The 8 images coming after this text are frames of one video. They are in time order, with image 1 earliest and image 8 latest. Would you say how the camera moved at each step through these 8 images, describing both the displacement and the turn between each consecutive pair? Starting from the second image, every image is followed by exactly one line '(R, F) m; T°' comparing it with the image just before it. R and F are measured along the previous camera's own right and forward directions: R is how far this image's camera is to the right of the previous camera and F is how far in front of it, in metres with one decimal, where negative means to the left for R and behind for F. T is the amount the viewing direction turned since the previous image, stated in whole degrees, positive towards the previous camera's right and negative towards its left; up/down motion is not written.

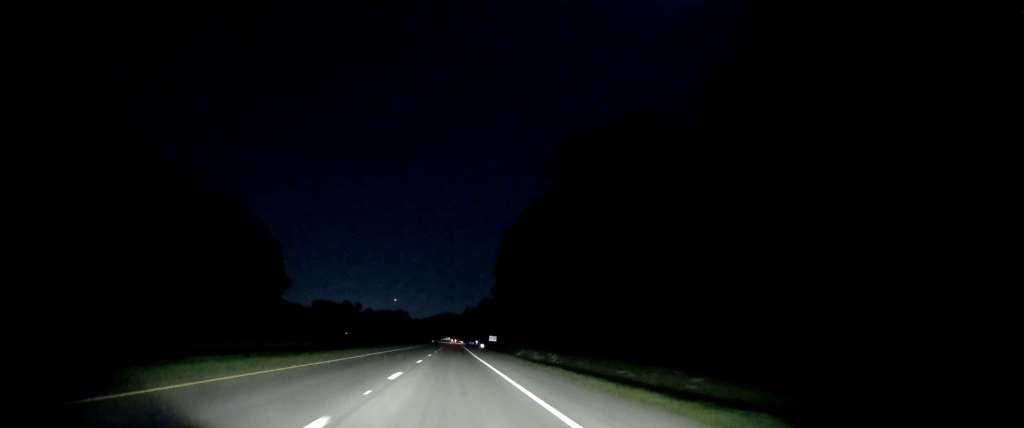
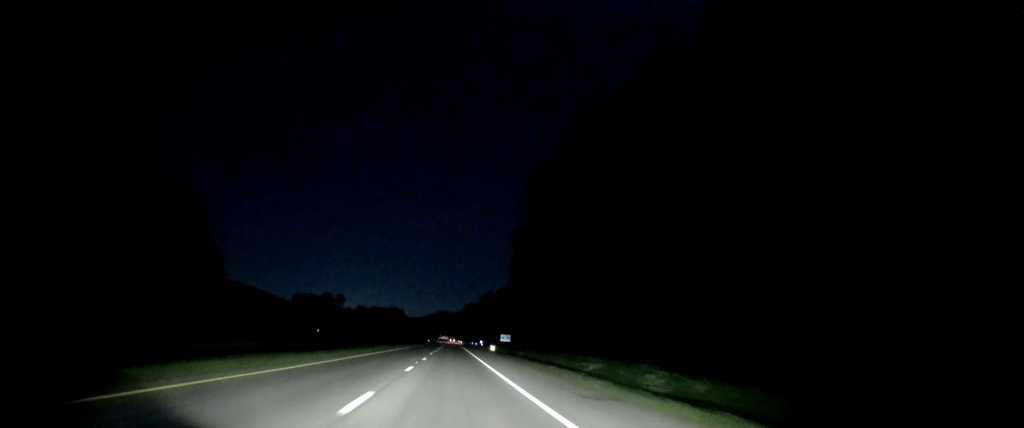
(0.0, +32.4) m; 0°
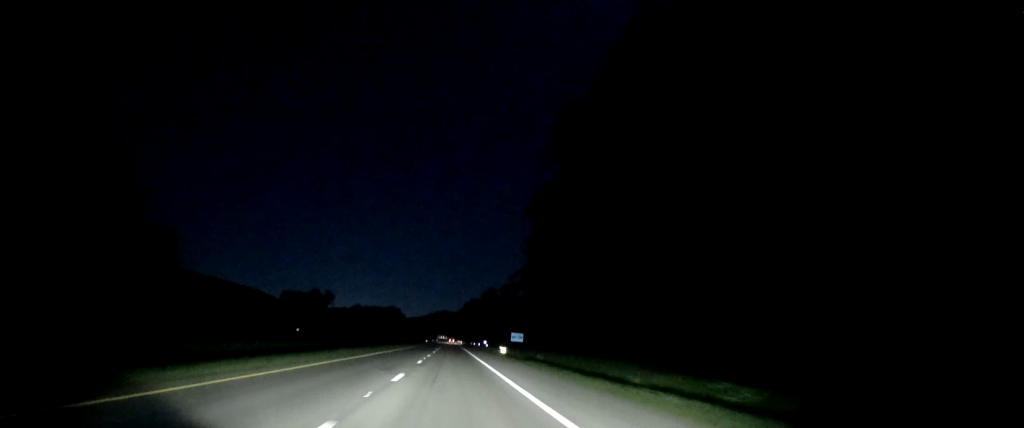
(0.0, +16.7) m; 0°
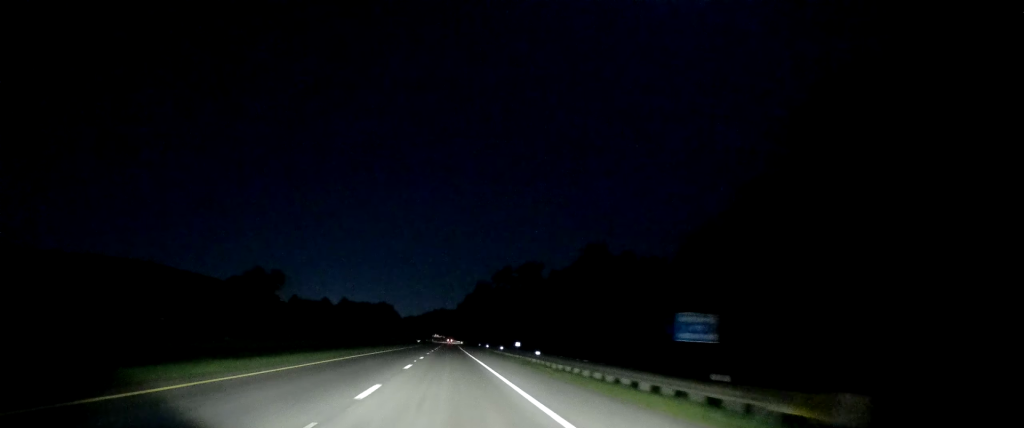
(+1.5, +55.3) m; +3°
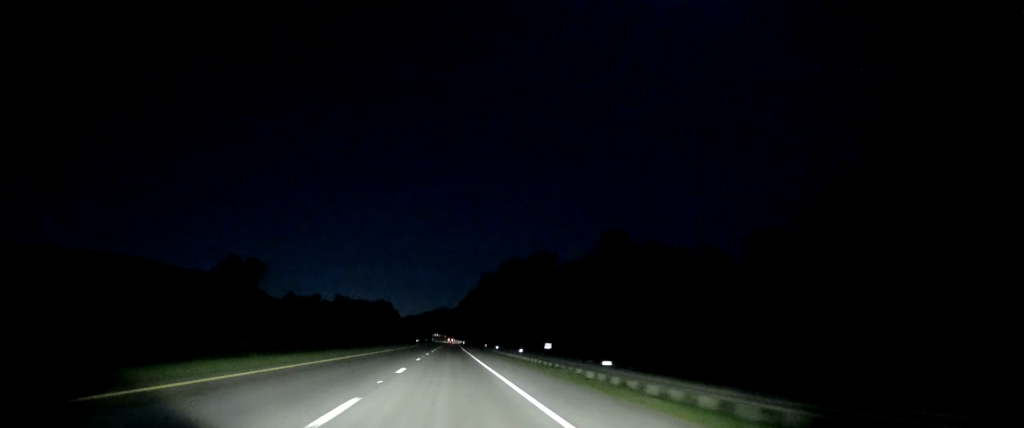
(0.0, +15.9) m; -1°
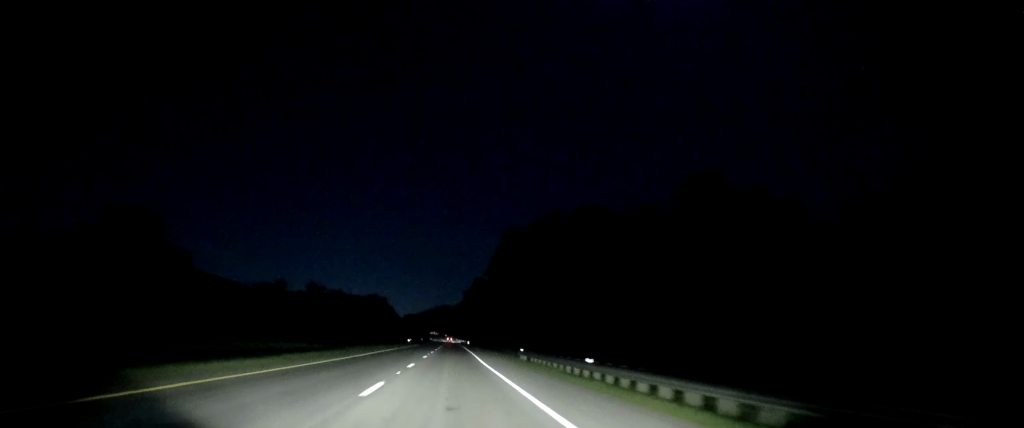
(-1.0, +44.7) m; -2°
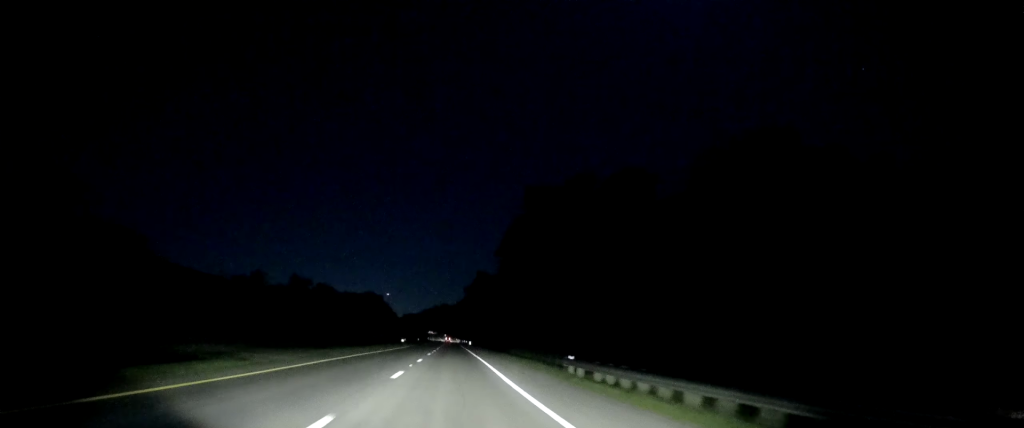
(+0.2, +18.9) m; 0°
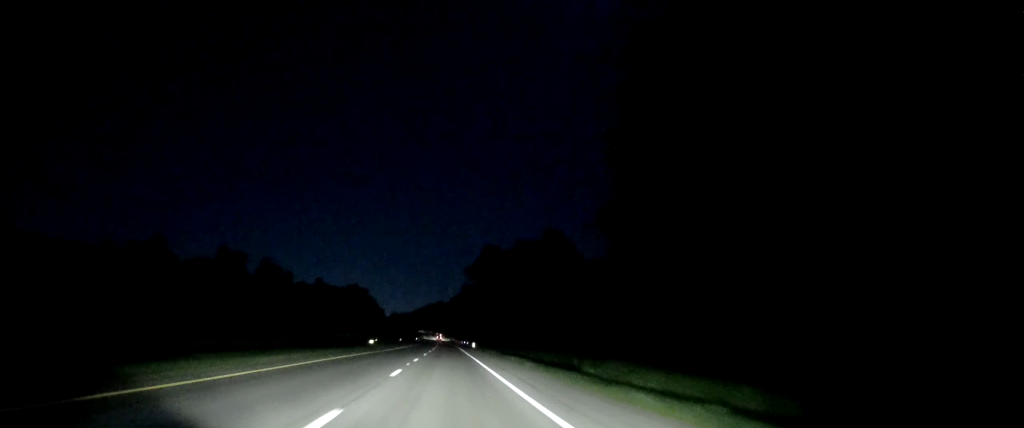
(-0.4, +47.8) m; 0°
